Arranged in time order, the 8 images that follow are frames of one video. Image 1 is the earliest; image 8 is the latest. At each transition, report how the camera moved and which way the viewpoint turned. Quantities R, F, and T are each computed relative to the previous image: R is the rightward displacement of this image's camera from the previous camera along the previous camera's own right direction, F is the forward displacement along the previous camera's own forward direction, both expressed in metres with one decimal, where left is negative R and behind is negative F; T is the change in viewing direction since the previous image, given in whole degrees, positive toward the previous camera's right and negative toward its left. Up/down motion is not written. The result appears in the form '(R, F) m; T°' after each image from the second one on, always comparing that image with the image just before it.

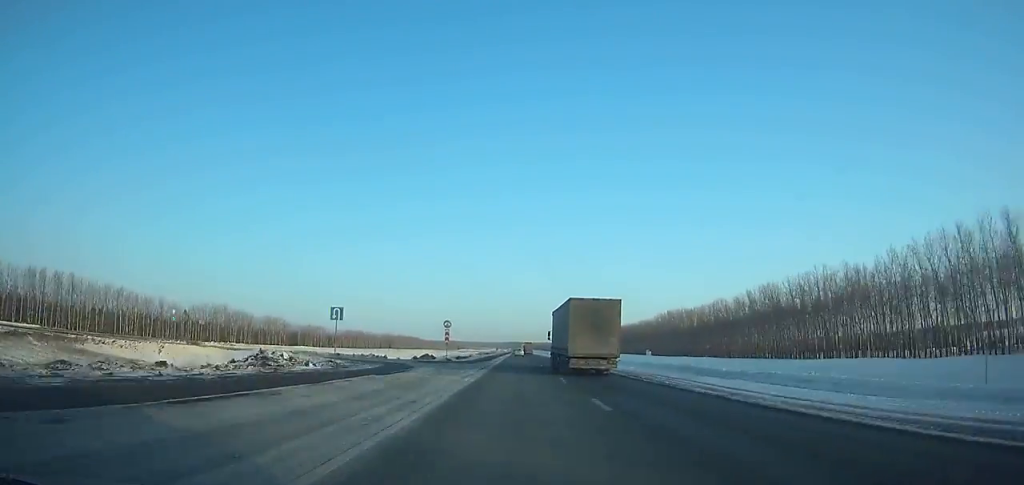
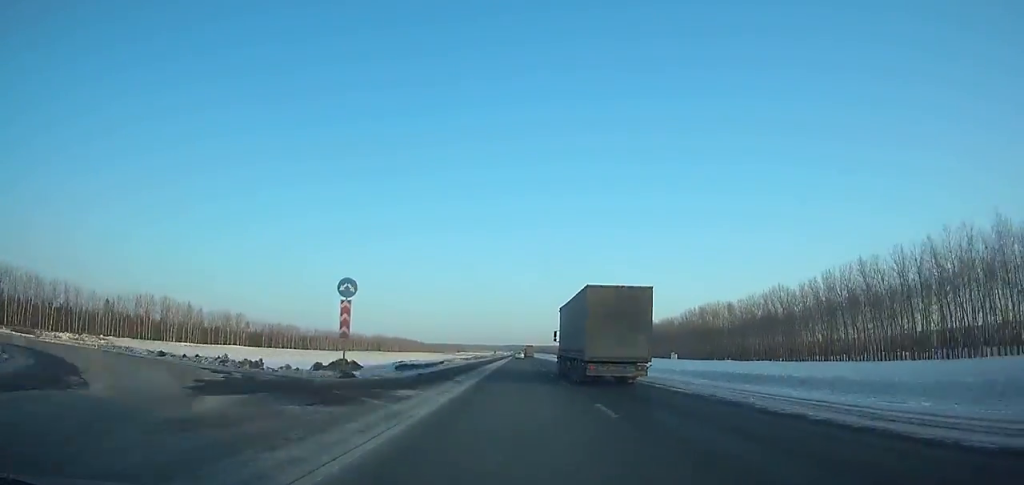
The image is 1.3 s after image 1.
(-0.1, +36.5) m; 0°
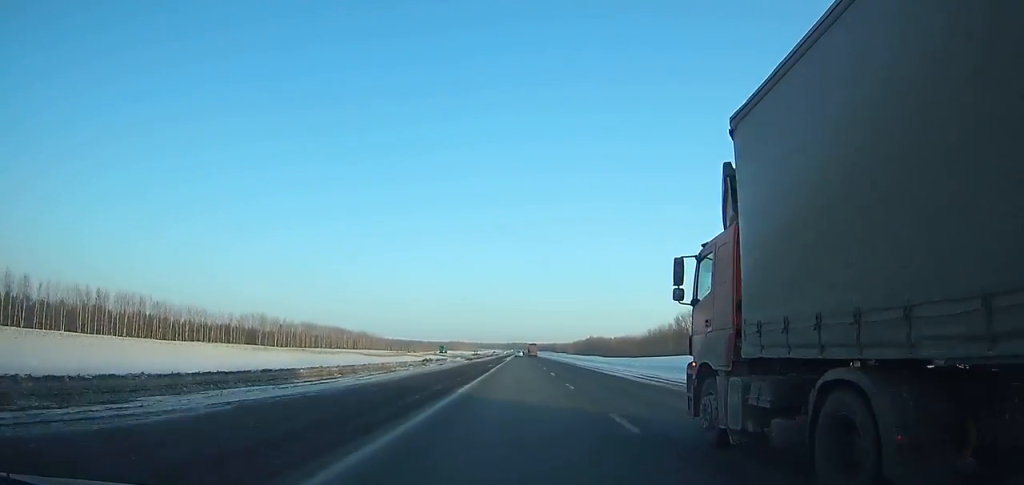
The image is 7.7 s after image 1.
(+0.5, +177.7) m; +1°
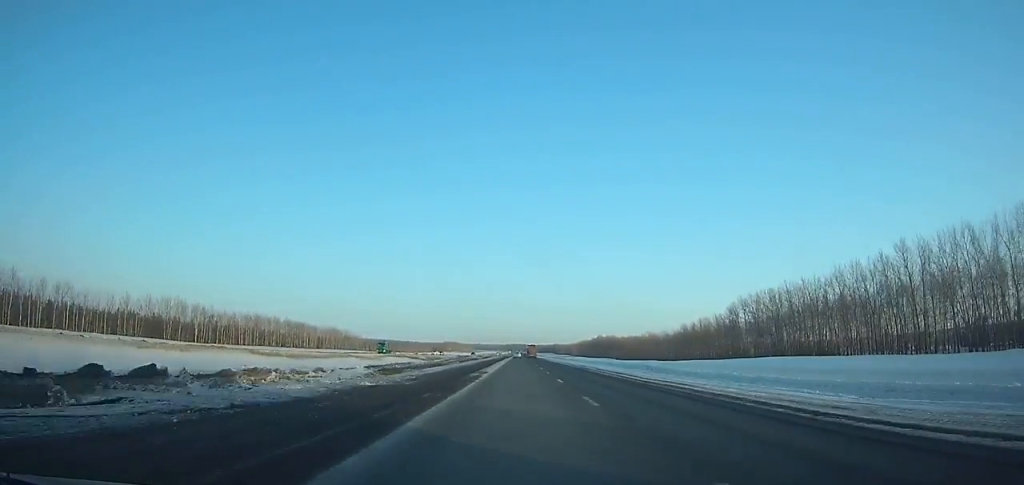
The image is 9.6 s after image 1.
(+0.3, +52.7) m; +1°
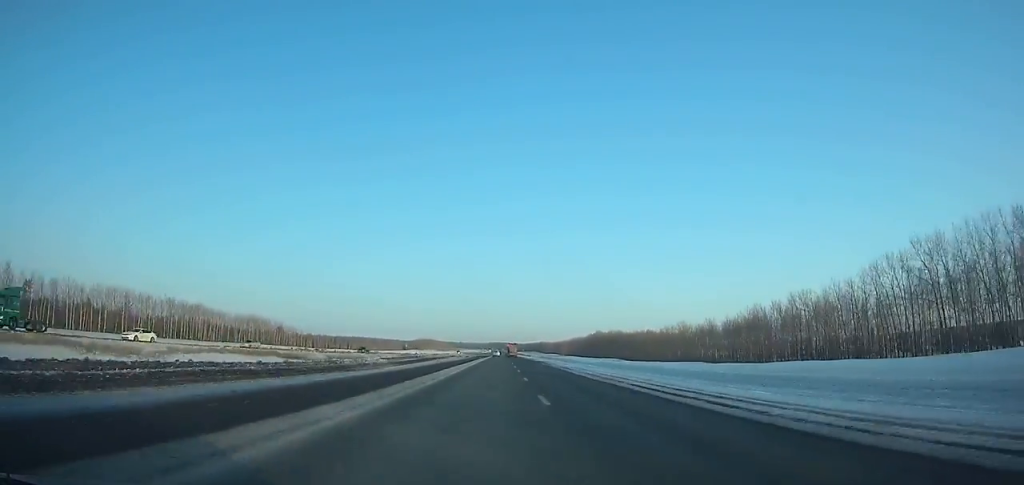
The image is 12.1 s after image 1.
(+0.6, +72.0) m; 0°
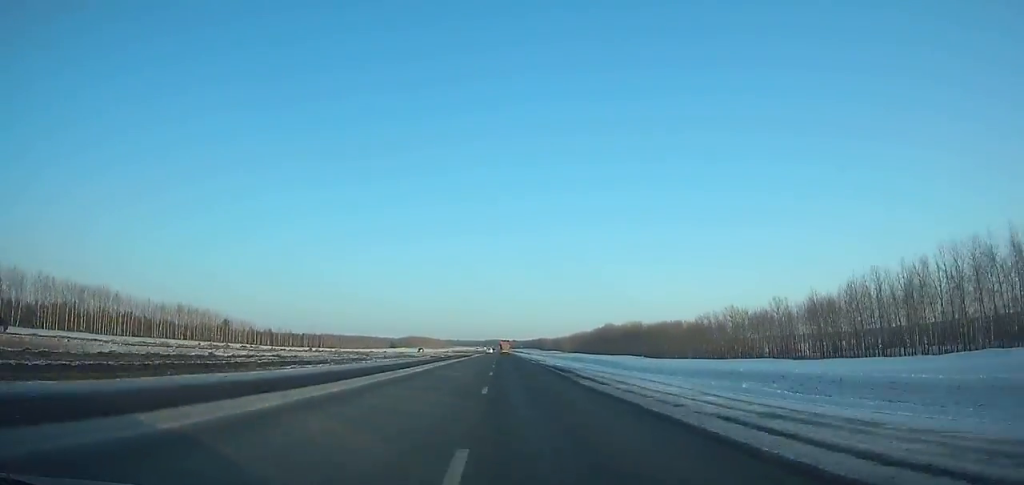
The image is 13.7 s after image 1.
(+0.3, +46.7) m; 0°
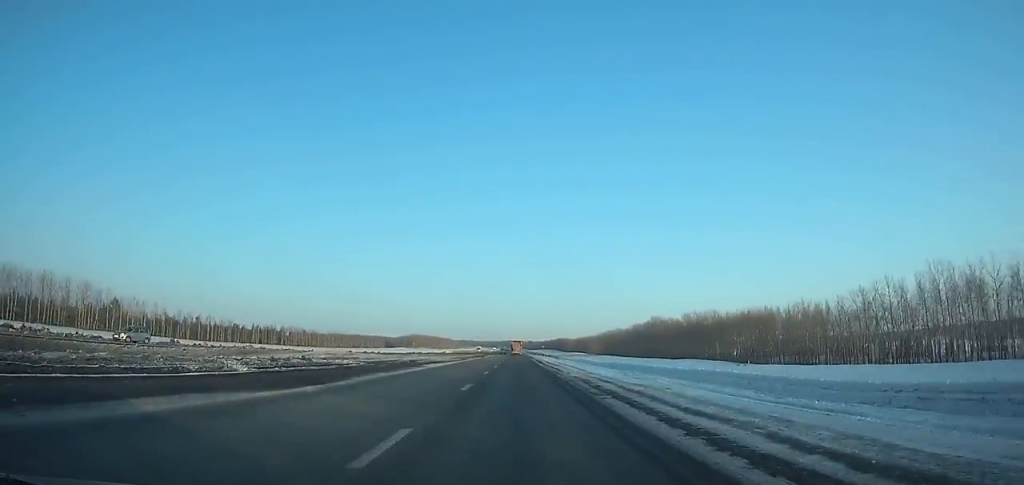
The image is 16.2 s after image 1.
(-0.8, +72.8) m; -1°
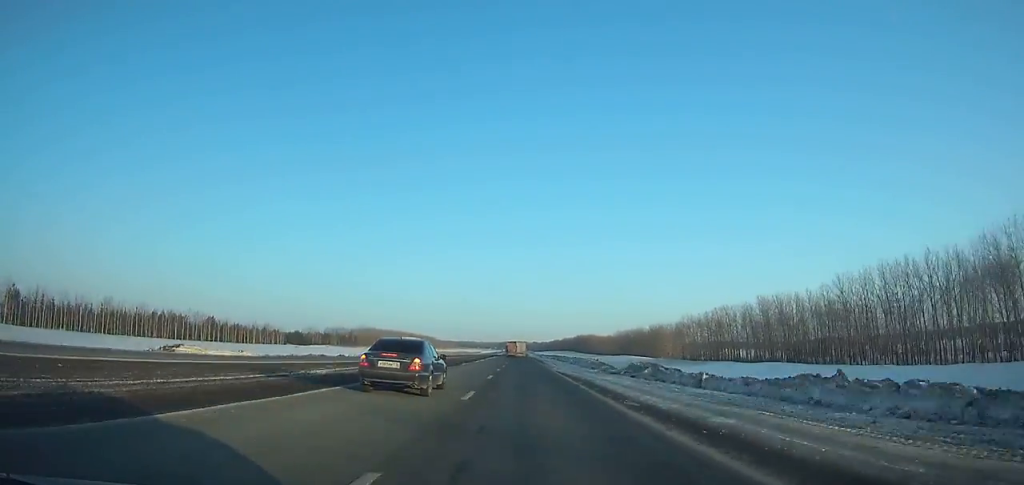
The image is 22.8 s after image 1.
(-0.4, +185.2) m; 0°
